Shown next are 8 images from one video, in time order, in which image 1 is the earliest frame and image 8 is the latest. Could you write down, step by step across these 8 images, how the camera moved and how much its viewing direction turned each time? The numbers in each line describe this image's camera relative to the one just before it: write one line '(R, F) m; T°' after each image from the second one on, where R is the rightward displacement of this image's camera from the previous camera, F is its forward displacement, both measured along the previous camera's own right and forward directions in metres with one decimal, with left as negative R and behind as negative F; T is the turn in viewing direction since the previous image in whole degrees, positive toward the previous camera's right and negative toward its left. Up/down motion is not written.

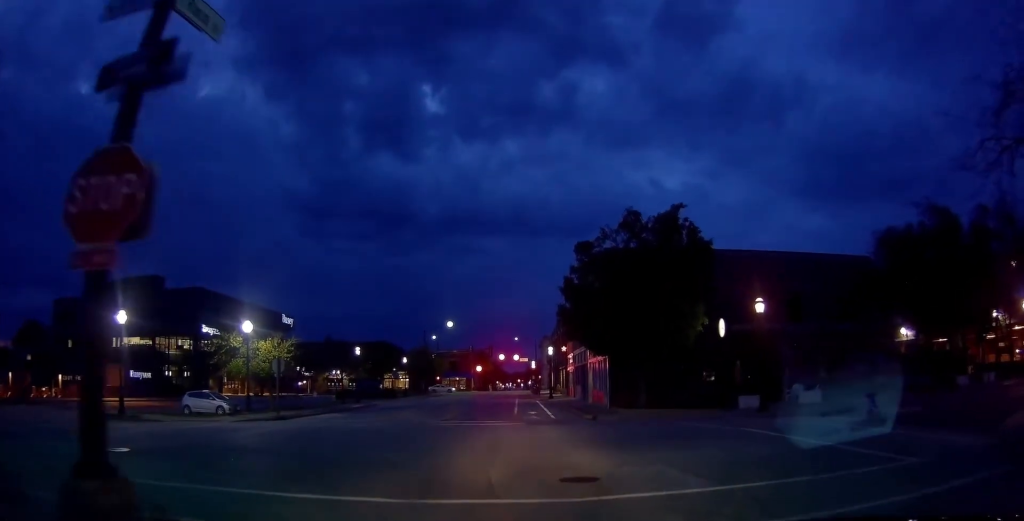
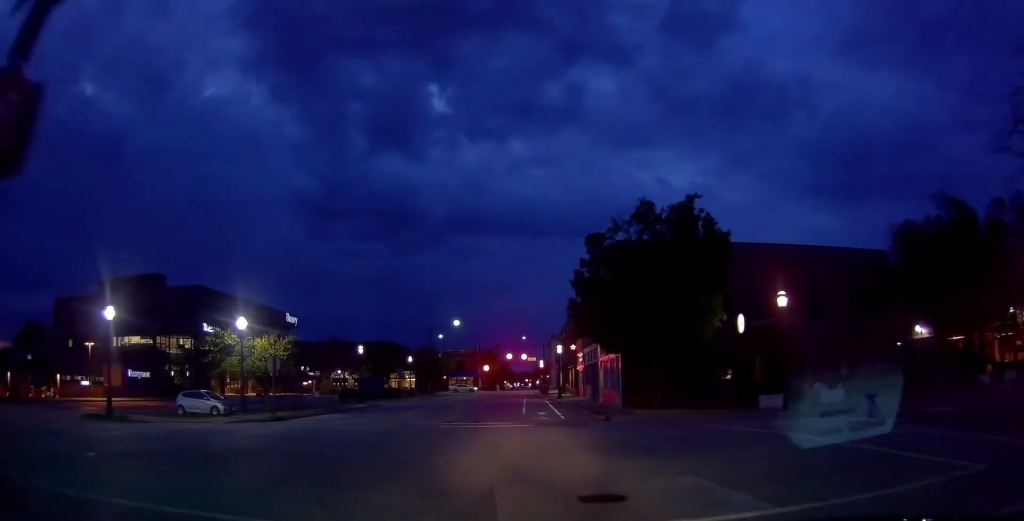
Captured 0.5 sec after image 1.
(0.0, +1.3) m; -8°
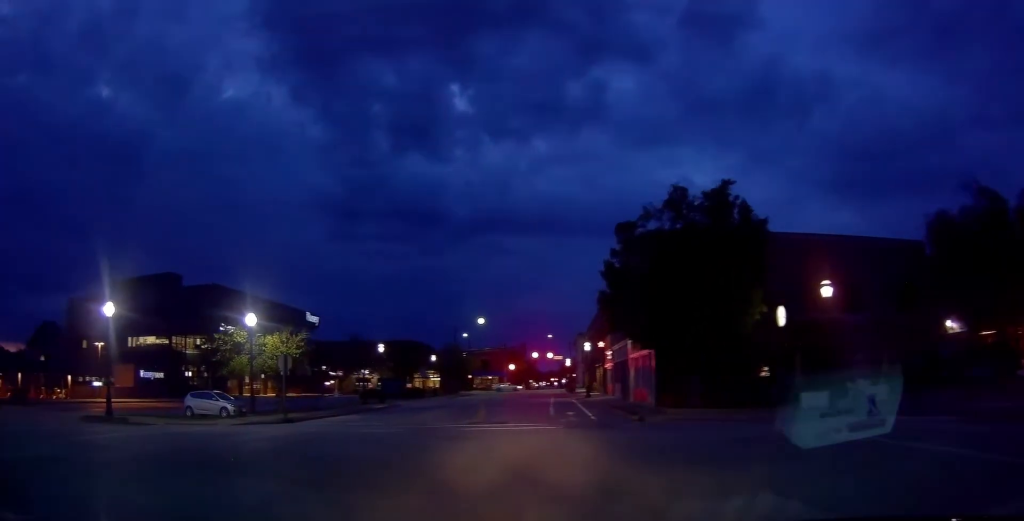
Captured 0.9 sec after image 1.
(-0.2, +1.6) m; -2°
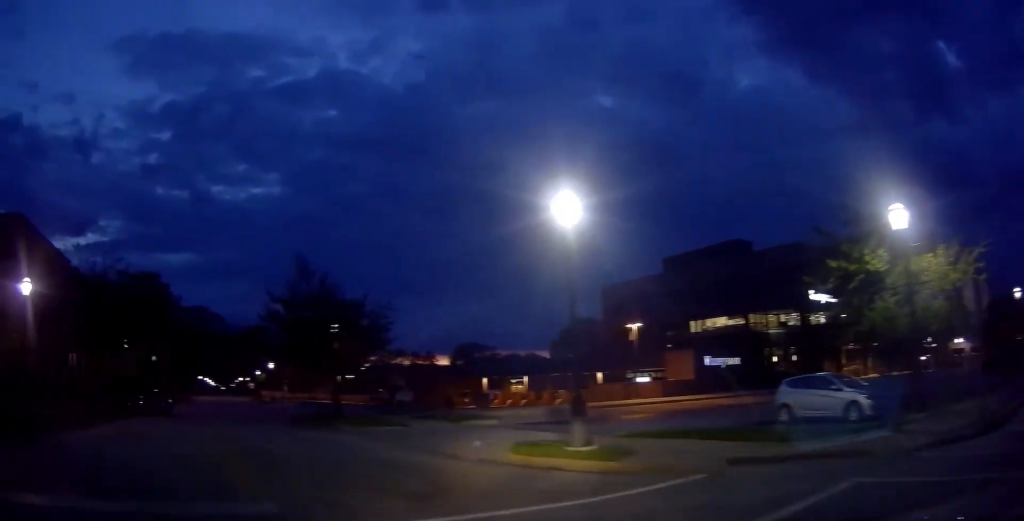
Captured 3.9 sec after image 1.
(-4.0, +14.2) m; -39°
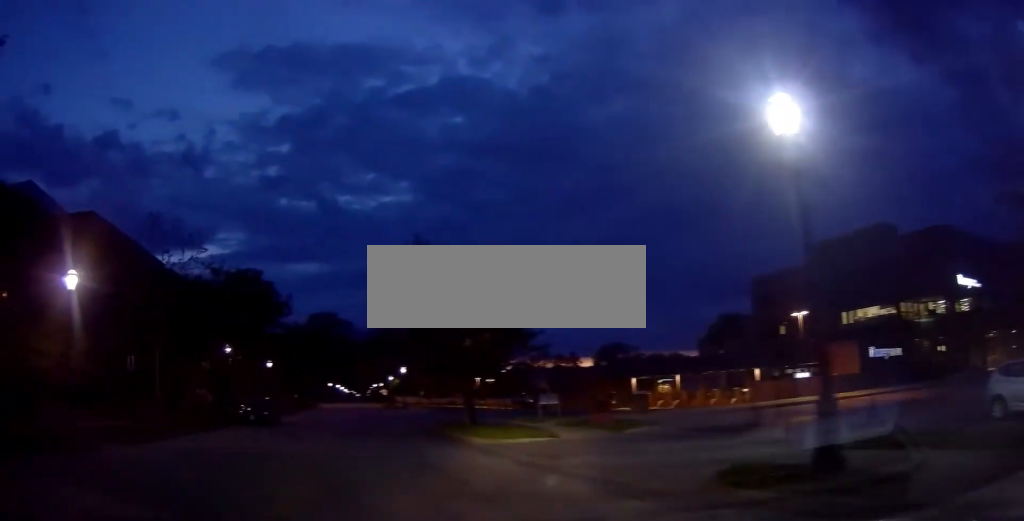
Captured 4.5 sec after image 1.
(-0.2, +4.2) m; -14°
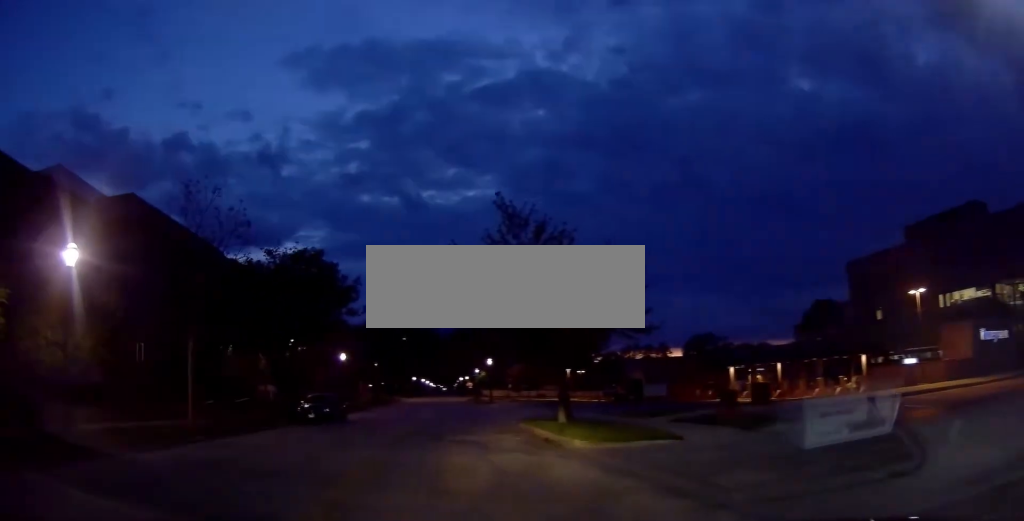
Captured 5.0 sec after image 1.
(-0.7, +3.4) m; -9°
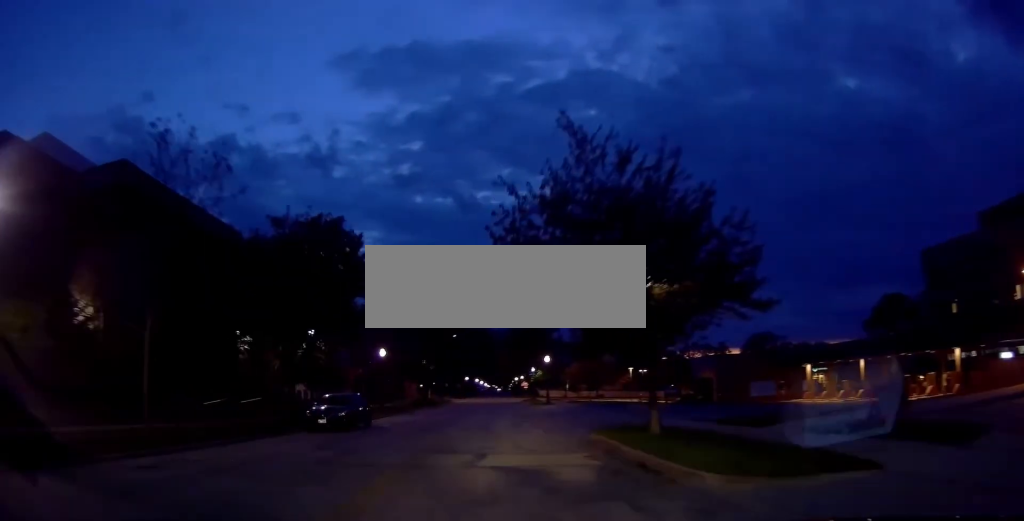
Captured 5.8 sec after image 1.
(-0.7, +5.6) m; -7°
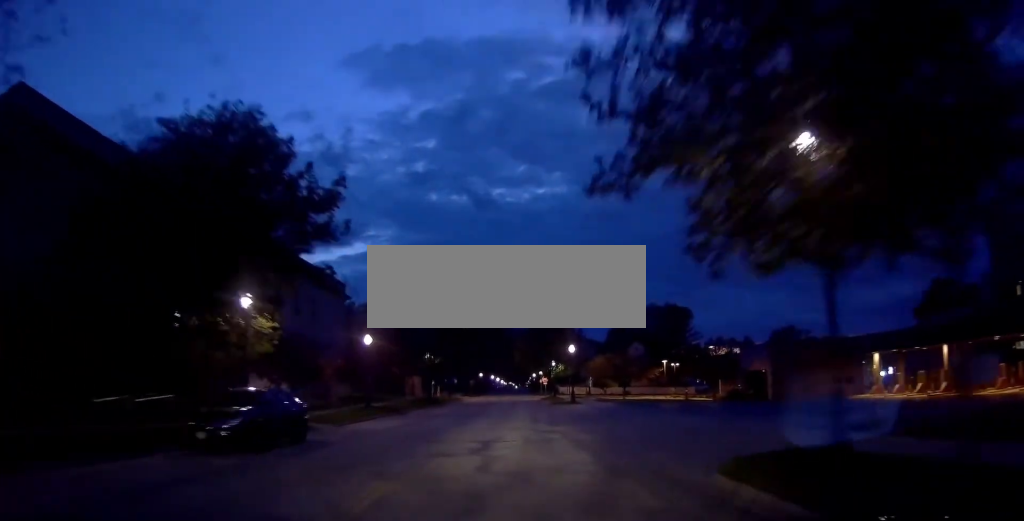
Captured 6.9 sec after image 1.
(-0.1, +9.1) m; -2°
